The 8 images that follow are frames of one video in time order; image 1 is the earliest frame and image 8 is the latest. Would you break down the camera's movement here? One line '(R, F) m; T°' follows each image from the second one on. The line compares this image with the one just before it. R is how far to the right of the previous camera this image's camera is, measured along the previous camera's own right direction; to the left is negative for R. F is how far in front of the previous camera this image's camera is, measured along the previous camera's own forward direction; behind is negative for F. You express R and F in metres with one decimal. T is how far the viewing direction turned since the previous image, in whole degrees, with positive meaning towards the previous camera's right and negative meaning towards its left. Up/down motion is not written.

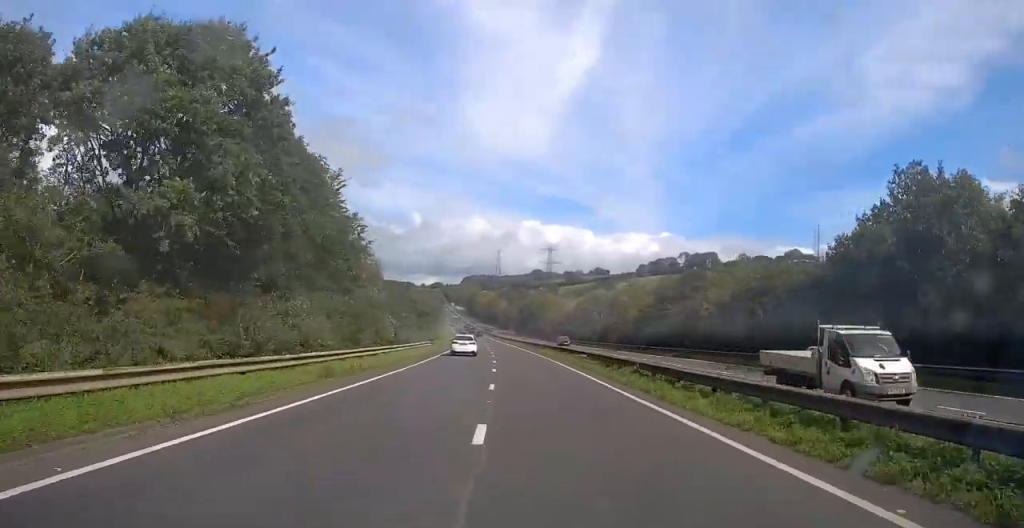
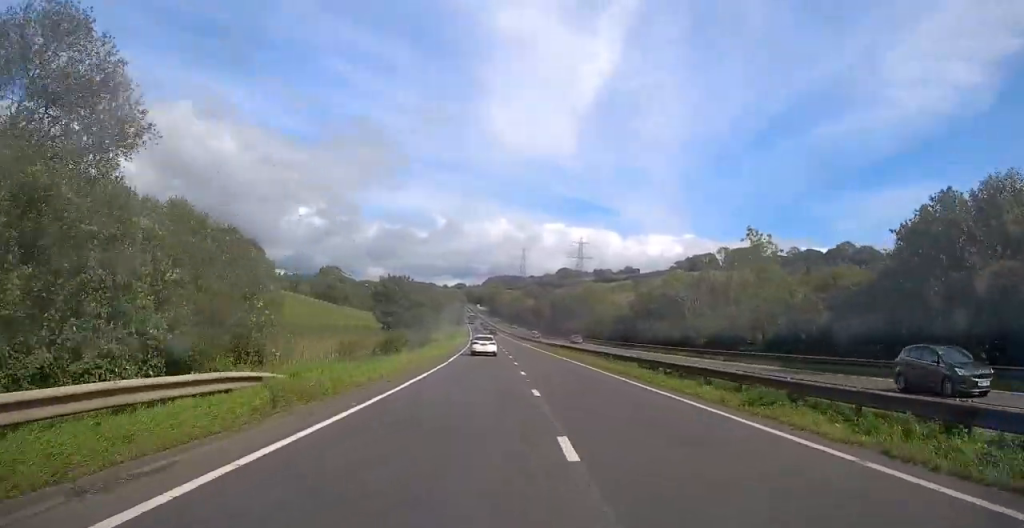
(-1.1, +46.6) m; -2°
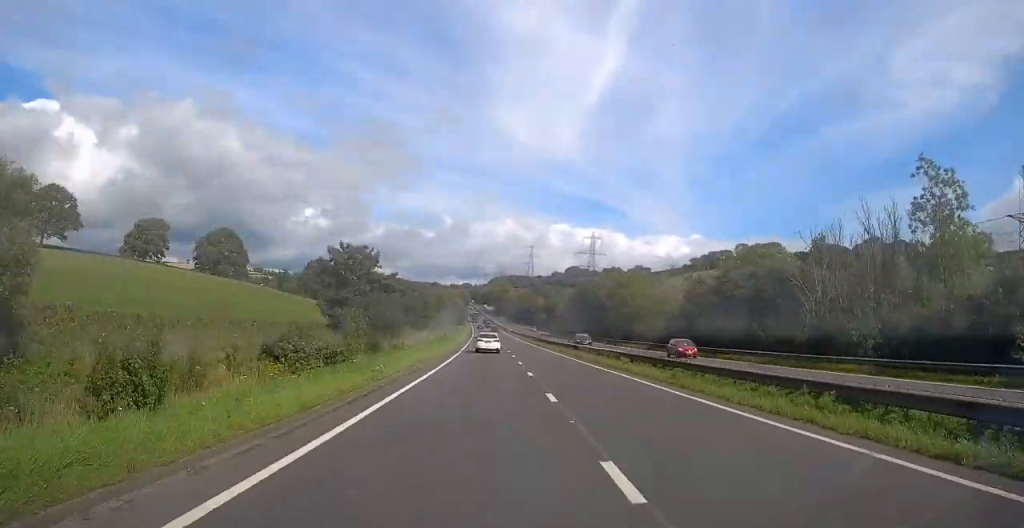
(-0.1, +29.0) m; -1°
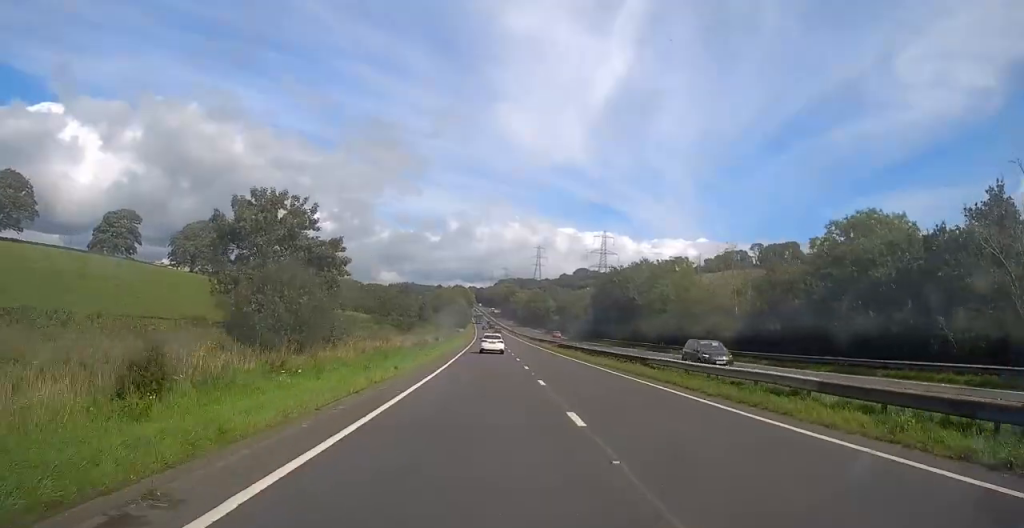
(-0.4, +21.8) m; -1°
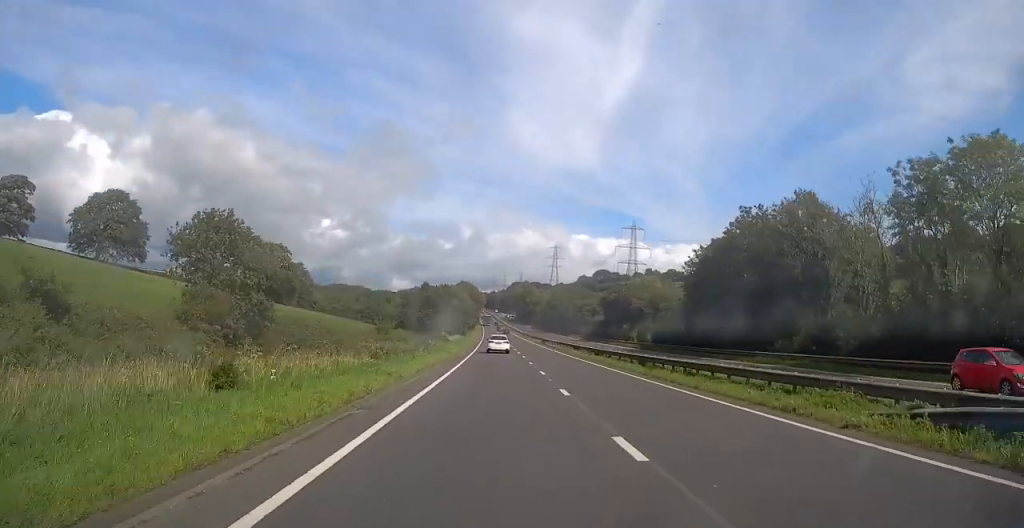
(-1.0, +57.6) m; -2°
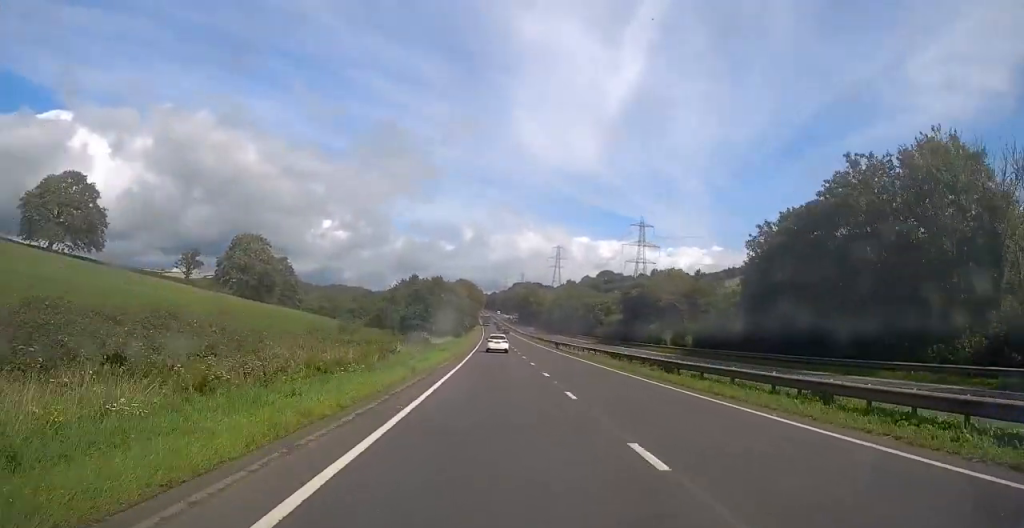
(-0.1, +19.0) m; 0°
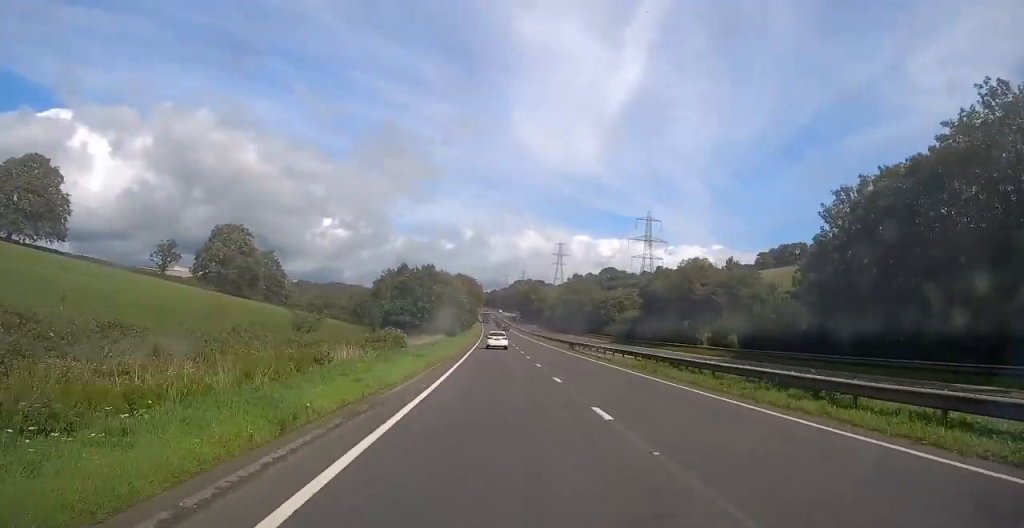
(0.0, +14.0) m; 0°
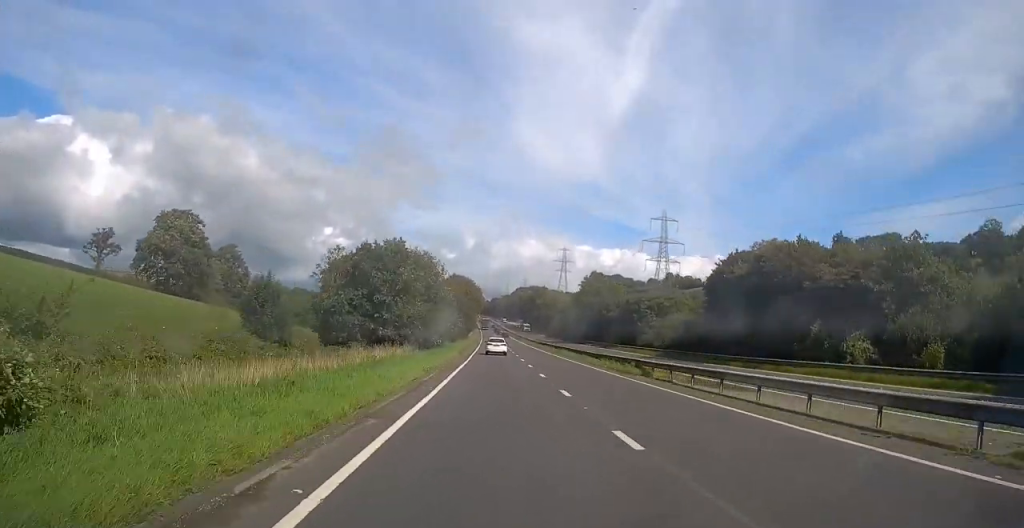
(0.0, +30.3) m; 0°
